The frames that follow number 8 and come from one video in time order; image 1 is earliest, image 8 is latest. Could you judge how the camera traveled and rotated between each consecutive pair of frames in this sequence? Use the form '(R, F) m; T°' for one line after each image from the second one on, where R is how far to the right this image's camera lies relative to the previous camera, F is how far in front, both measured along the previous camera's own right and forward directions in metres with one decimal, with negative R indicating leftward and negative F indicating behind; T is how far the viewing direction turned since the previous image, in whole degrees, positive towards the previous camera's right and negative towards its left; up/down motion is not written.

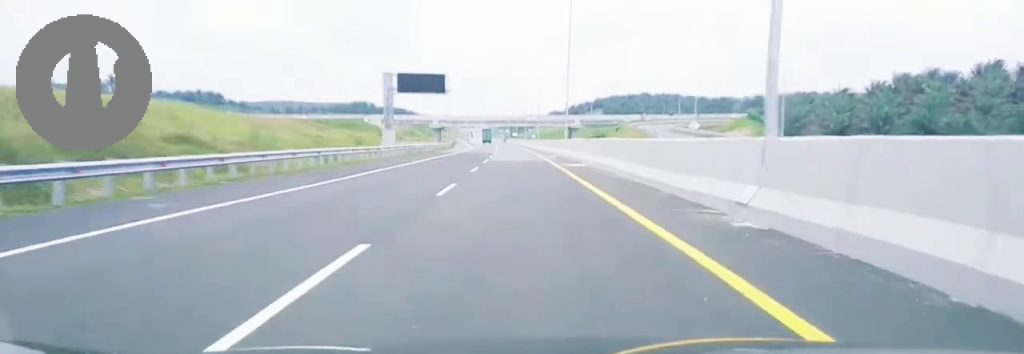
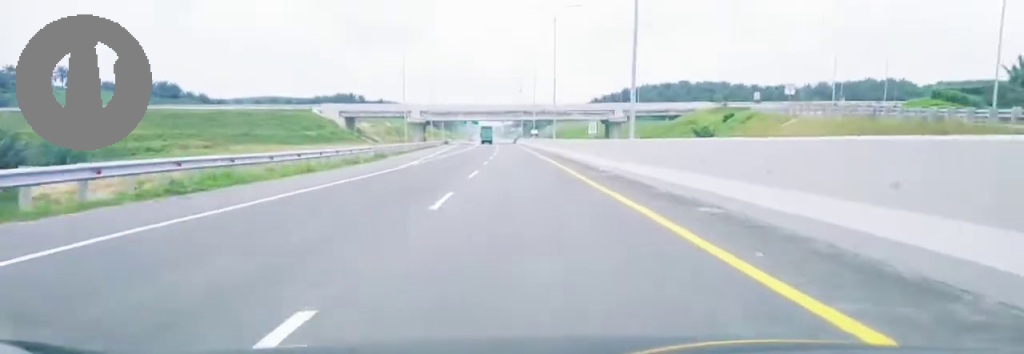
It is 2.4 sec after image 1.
(-0.2, +83.2) m; 0°
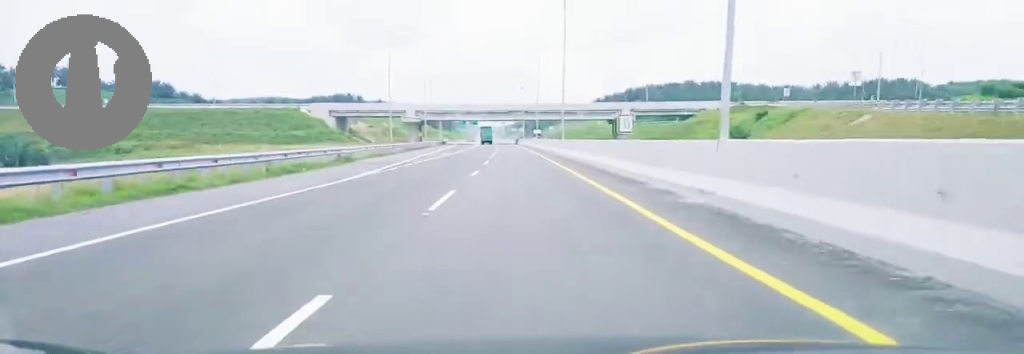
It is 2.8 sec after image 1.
(+0.1, +14.1) m; 0°
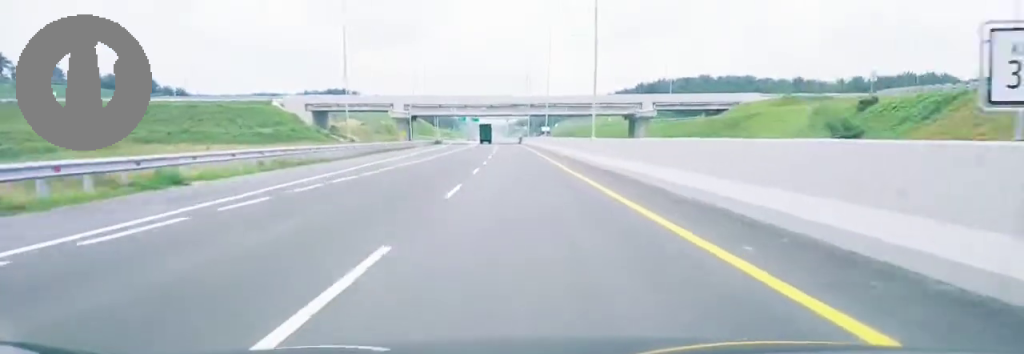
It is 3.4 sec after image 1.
(-0.1, +22.3) m; 0°
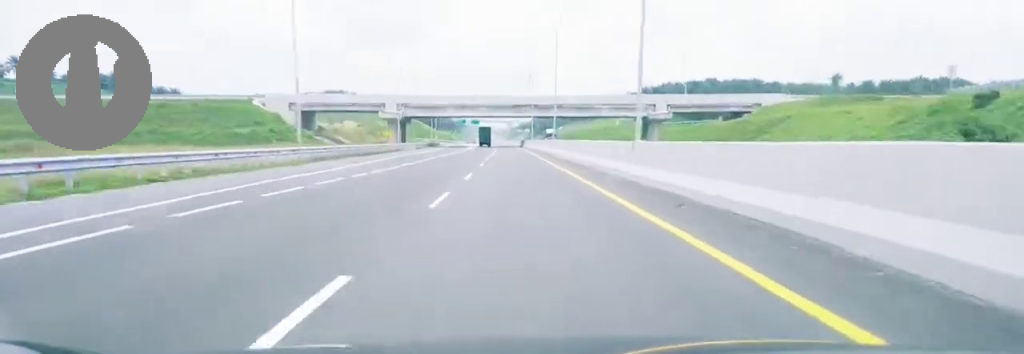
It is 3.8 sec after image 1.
(0.0, +15.3) m; 0°
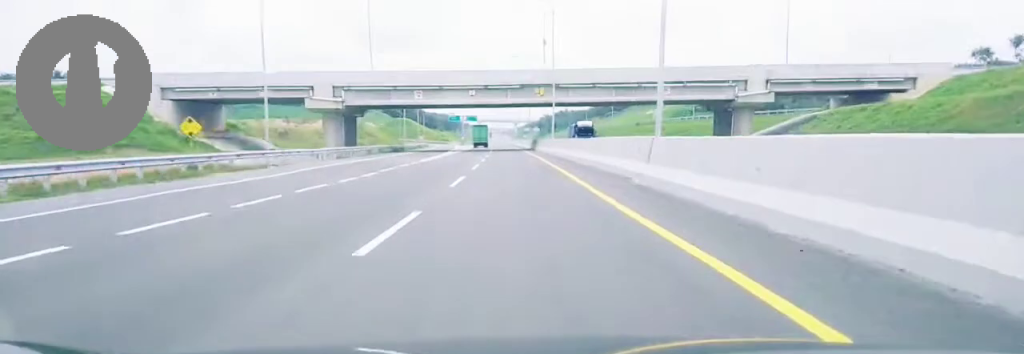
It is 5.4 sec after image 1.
(-0.8, +55.1) m; -2°
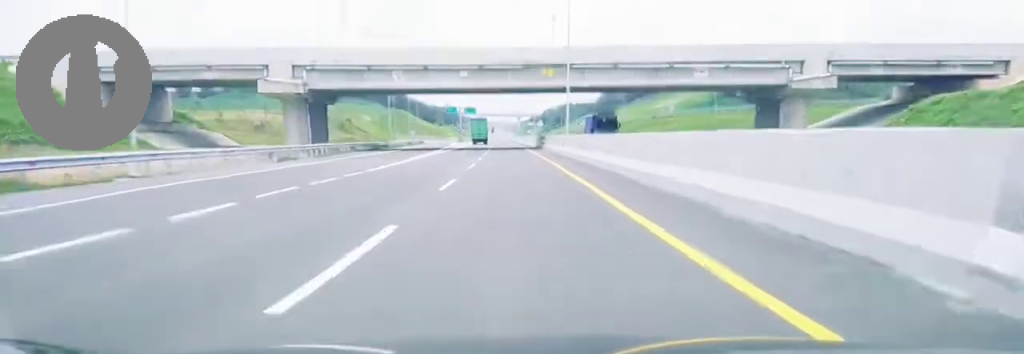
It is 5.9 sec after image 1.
(-0.1, +16.4) m; 0°
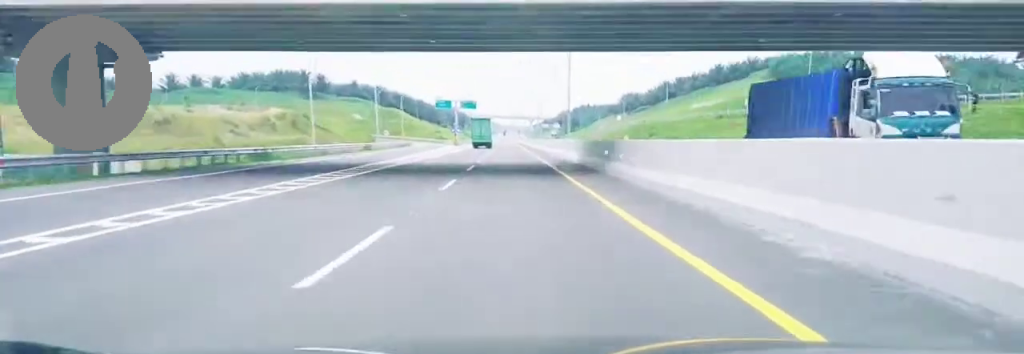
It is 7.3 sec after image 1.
(-0.2, +51.7) m; -1°
